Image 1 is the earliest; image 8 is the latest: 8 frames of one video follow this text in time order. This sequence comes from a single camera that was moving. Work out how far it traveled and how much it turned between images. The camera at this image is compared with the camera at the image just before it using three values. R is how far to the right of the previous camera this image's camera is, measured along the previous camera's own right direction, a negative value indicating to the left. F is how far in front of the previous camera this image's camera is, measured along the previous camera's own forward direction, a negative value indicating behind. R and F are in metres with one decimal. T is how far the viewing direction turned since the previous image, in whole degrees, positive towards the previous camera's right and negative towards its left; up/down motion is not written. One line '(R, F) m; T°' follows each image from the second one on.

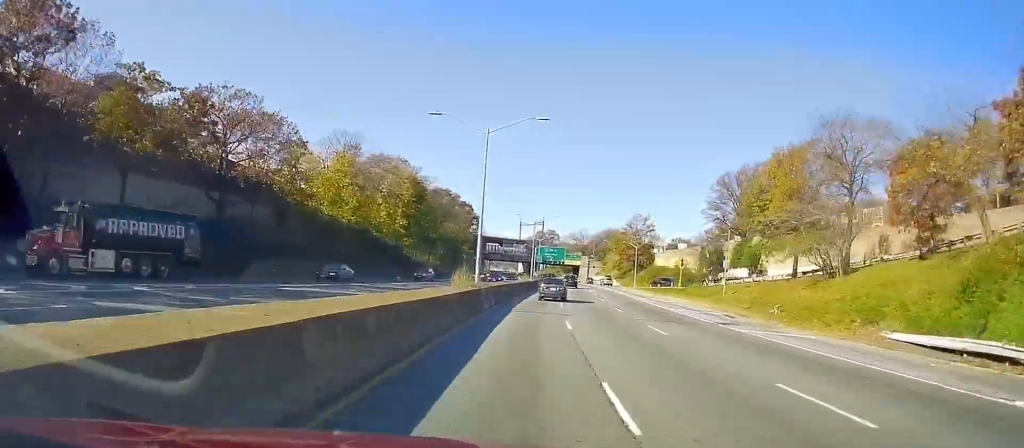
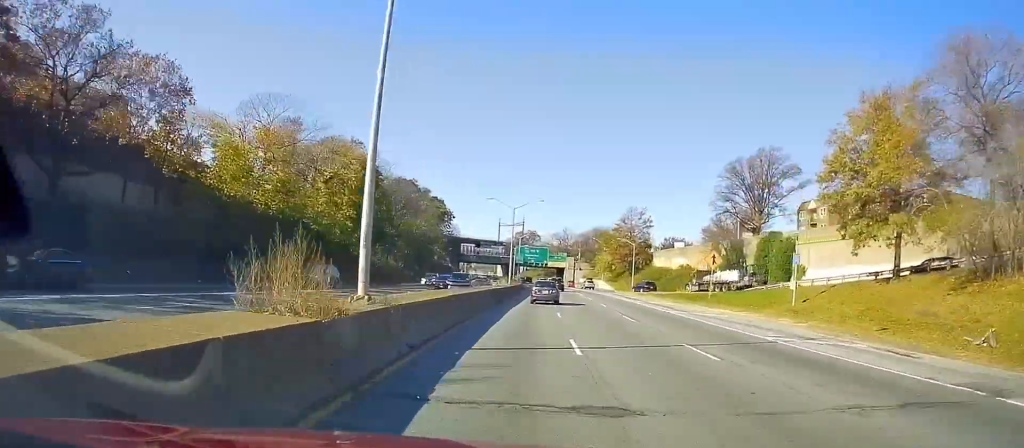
(-0.1, +17.9) m; +1°
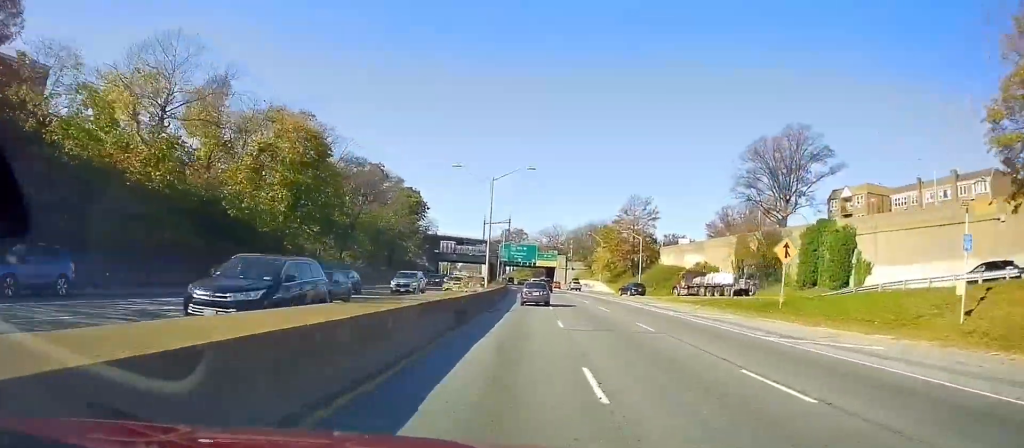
(+0.5, +17.1) m; +1°
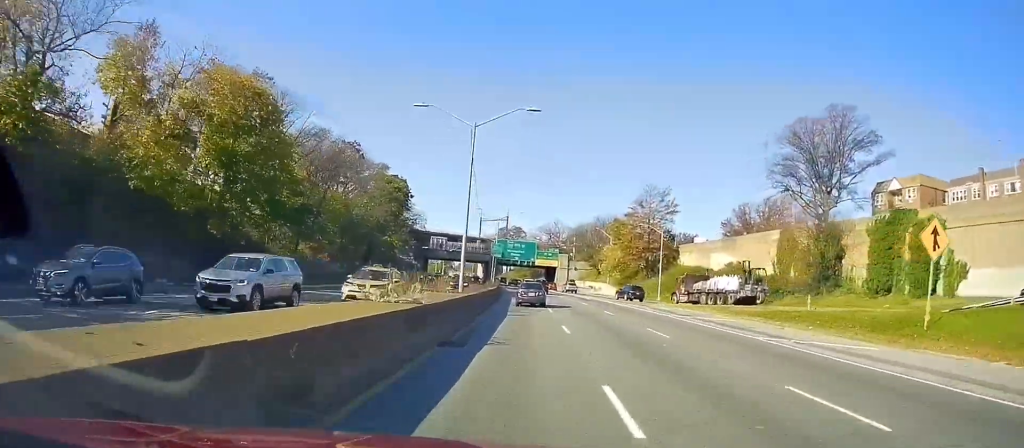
(+0.2, +14.5) m; +1°
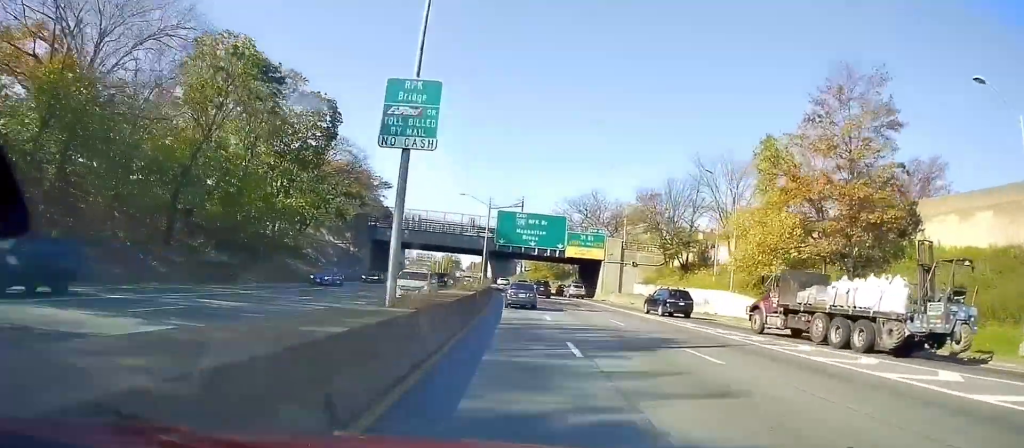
(-0.3, +55.8) m; 0°
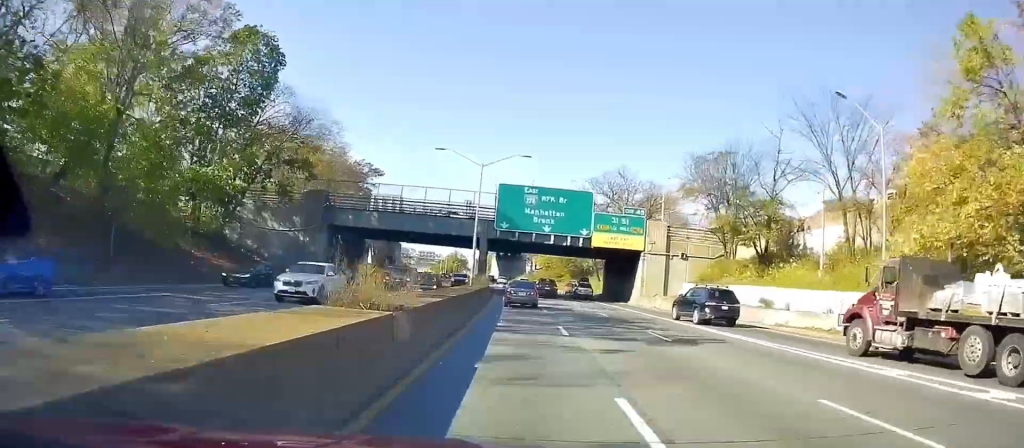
(+0.4, +19.9) m; 0°
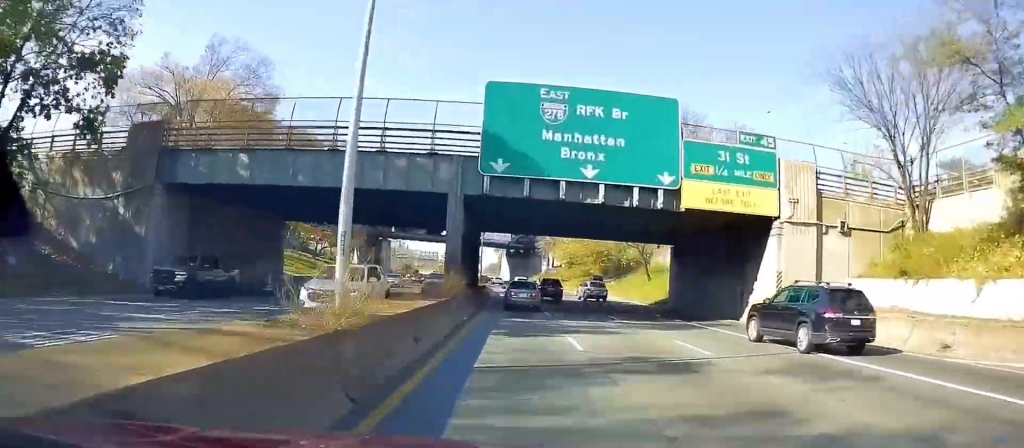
(-0.5, +27.8) m; -1°
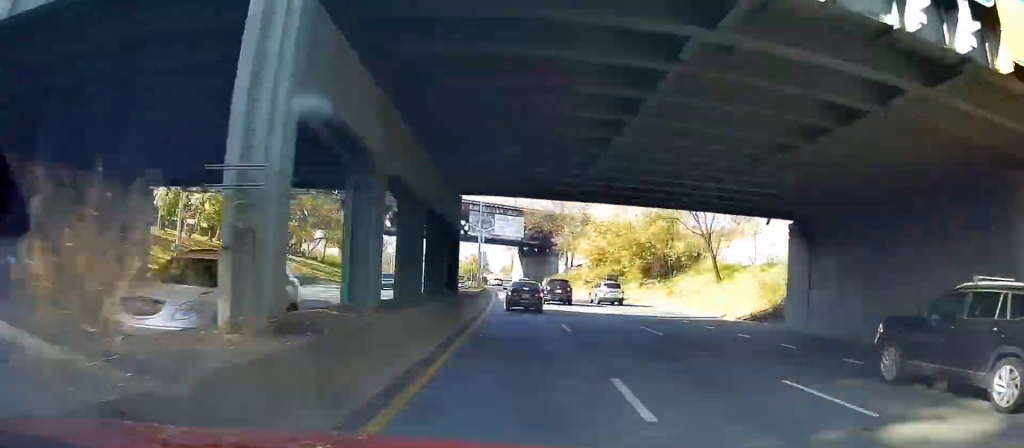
(+0.1, +19.3) m; -1°
